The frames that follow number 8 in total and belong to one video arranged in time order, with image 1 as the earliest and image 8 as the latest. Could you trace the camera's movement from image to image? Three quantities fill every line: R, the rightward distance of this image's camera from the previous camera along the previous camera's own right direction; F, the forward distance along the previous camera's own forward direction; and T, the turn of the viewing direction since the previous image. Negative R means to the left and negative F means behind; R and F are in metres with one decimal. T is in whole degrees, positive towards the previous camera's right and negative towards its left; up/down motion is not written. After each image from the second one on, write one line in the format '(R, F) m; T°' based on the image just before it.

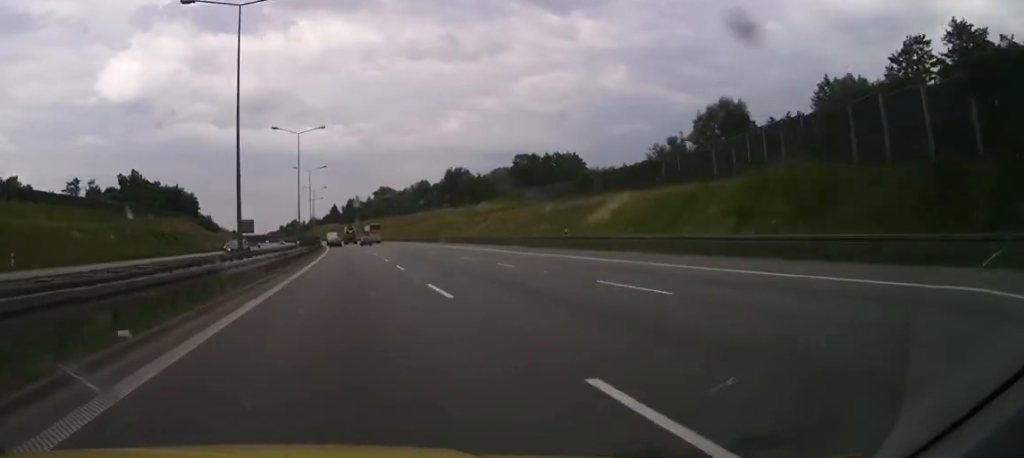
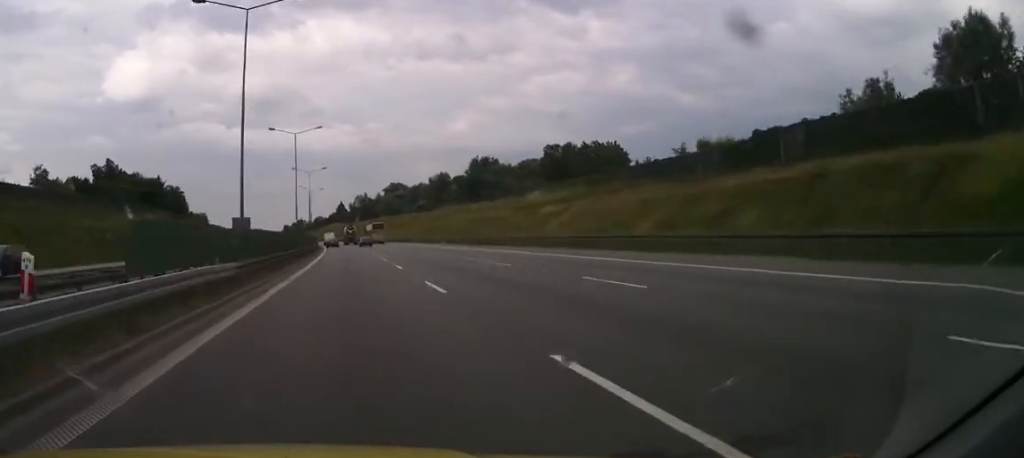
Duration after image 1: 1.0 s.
(-0.3, +34.4) m; -1°
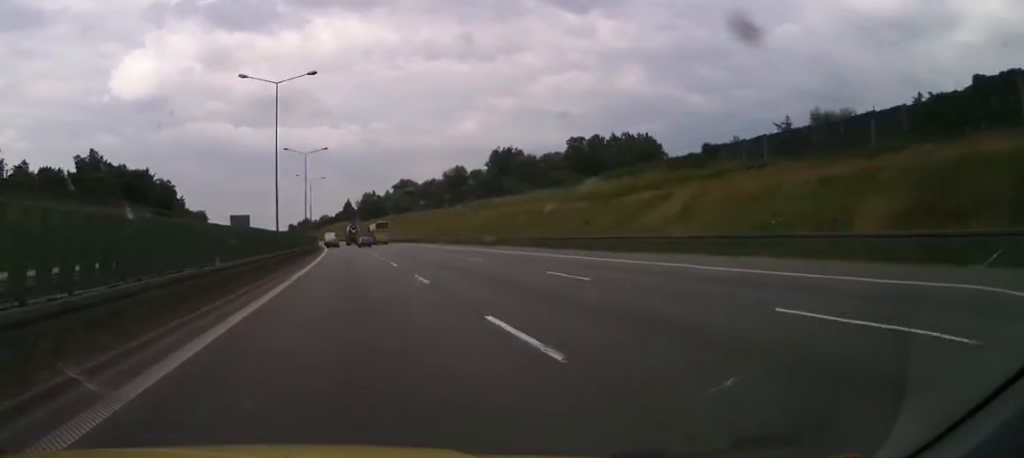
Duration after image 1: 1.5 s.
(-0.1, +20.2) m; 0°
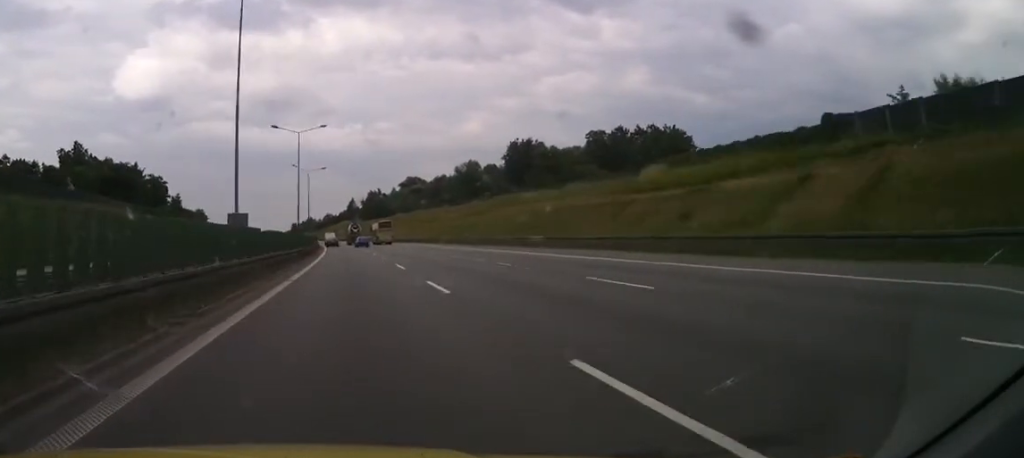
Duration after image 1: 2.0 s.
(0.0, +15.5) m; 0°
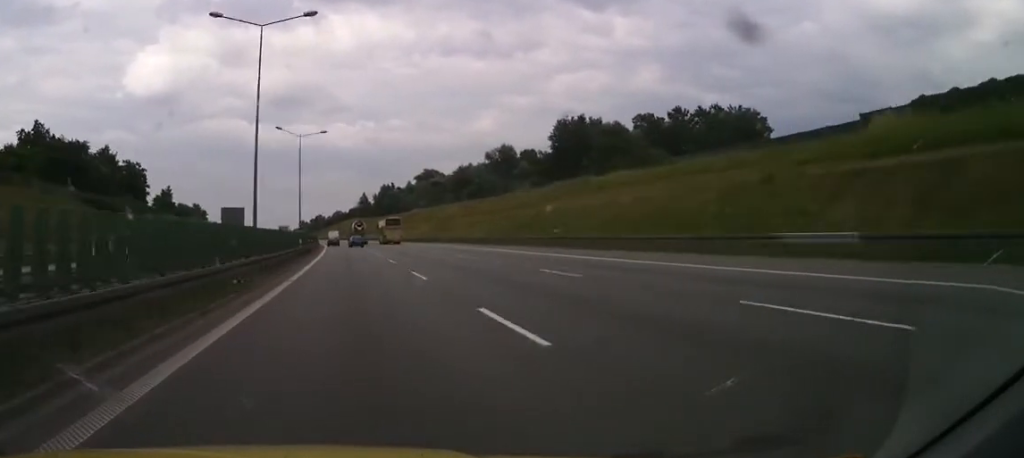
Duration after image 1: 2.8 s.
(0.0, +31.0) m; 0°
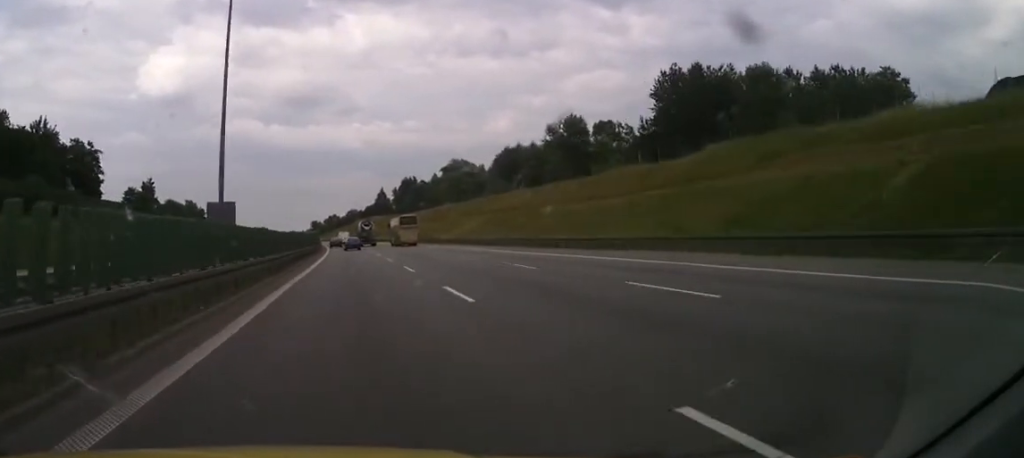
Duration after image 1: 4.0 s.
(-0.4, +43.0) m; -2°
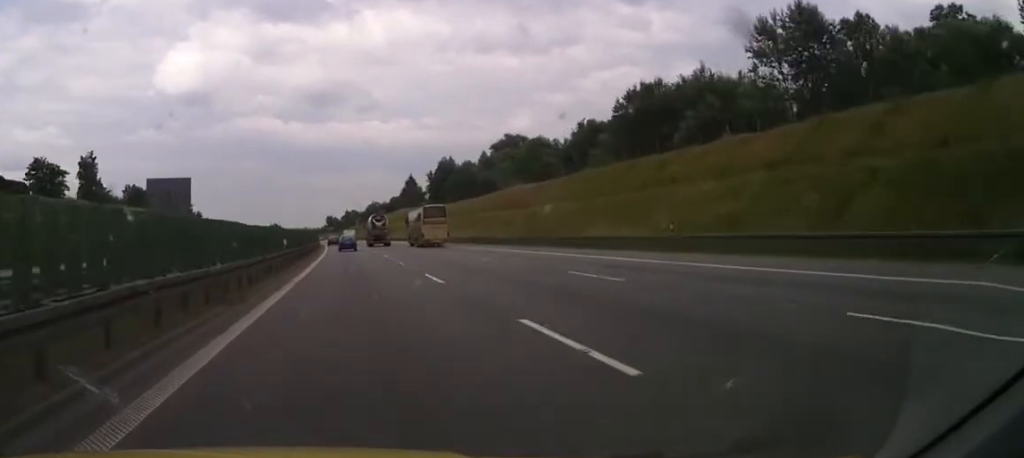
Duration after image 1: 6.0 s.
(-1.4, +69.3) m; -1°
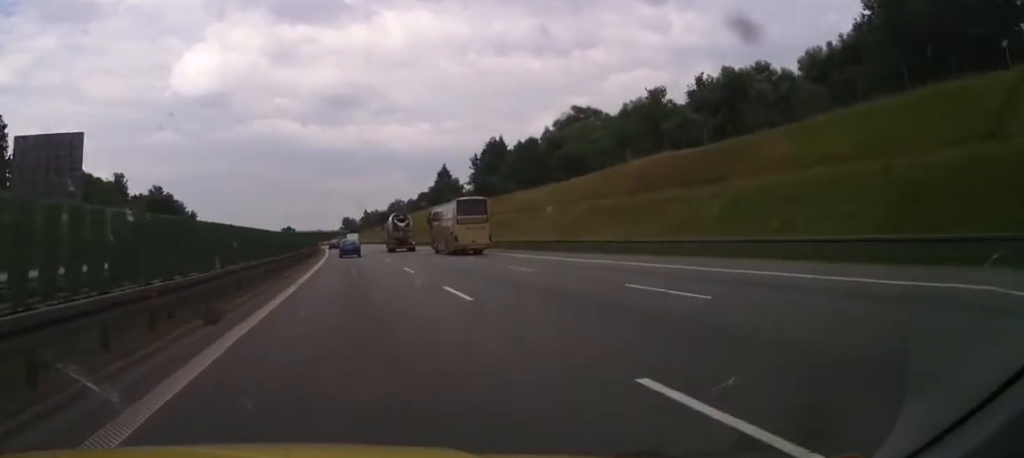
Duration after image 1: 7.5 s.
(-0.2, +53.4) m; -2°
